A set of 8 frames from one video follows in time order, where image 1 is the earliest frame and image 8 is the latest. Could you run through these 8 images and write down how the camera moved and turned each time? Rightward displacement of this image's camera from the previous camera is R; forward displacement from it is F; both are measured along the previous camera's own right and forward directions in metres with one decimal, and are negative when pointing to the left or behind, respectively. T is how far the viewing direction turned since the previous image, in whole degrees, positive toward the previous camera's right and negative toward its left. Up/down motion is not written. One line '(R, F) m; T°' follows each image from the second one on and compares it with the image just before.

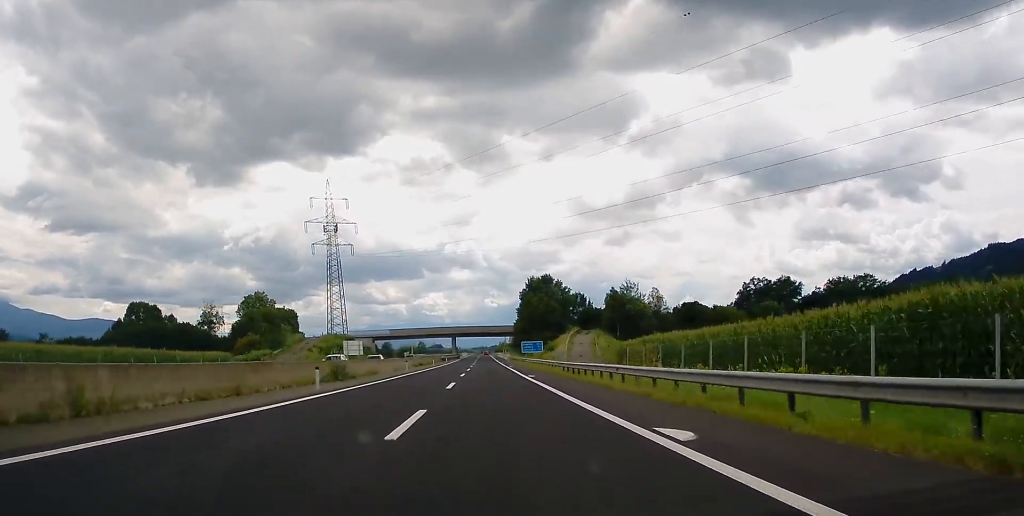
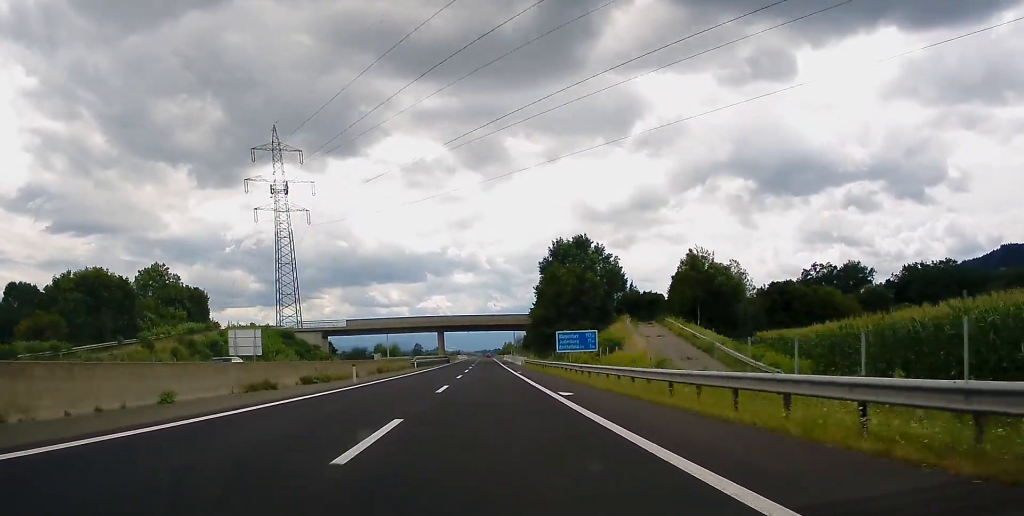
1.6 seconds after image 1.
(-0.3, +56.1) m; 0°
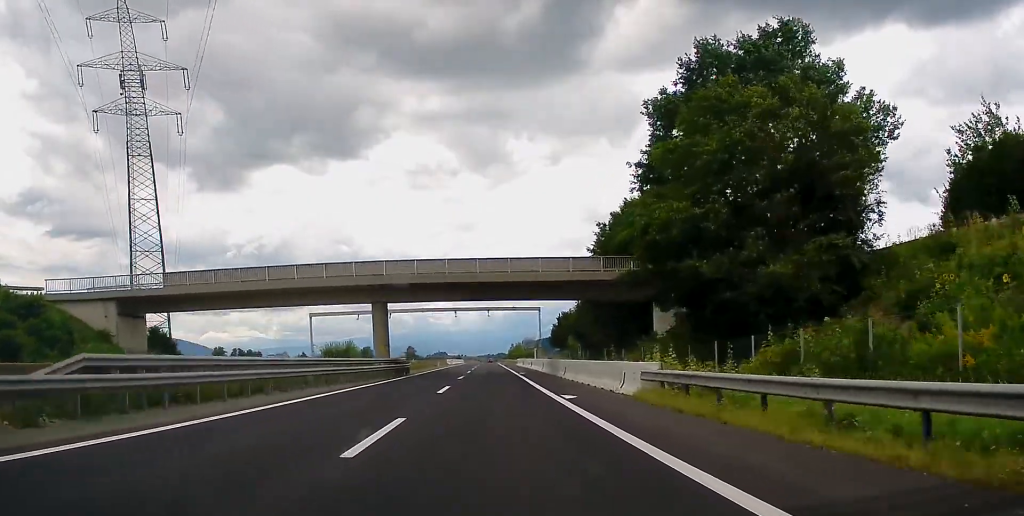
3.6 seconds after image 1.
(+0.6, +70.6) m; 0°
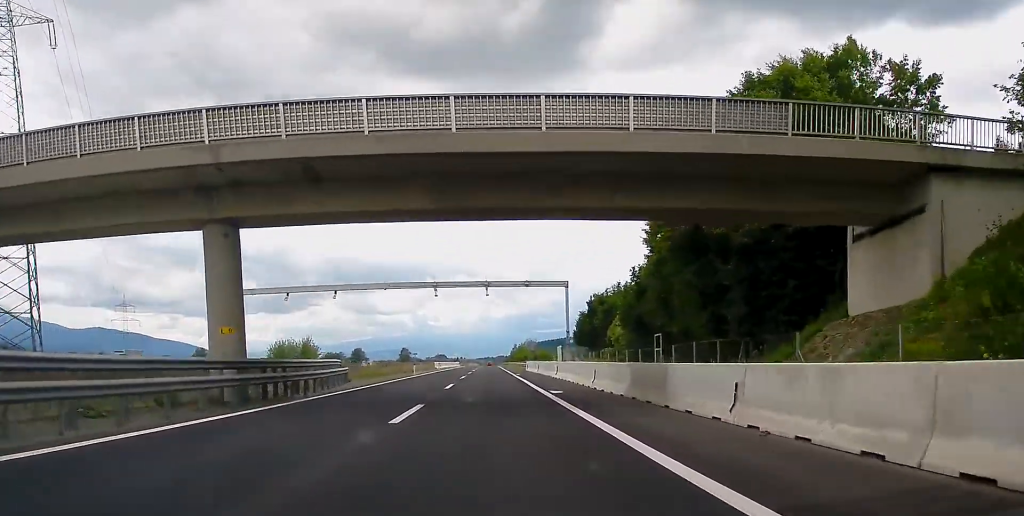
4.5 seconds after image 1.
(-0.4, +30.8) m; -1°
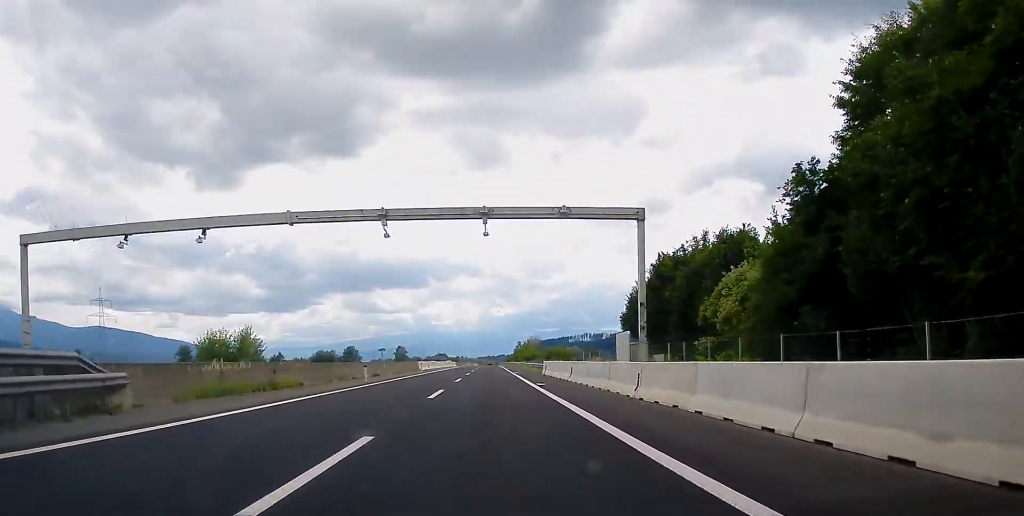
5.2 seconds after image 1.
(+0.2, +26.9) m; 0°
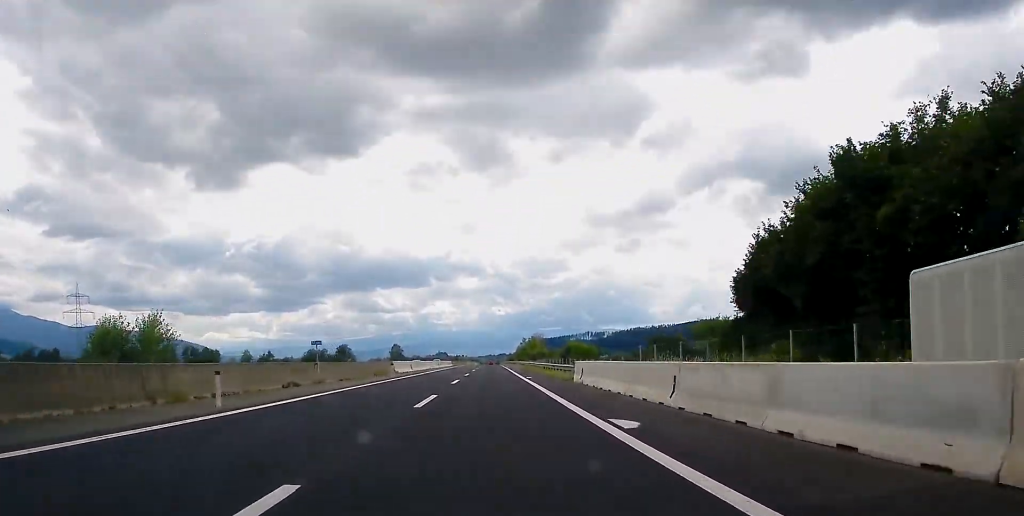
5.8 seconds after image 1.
(-0.1, +22.8) m; 0°
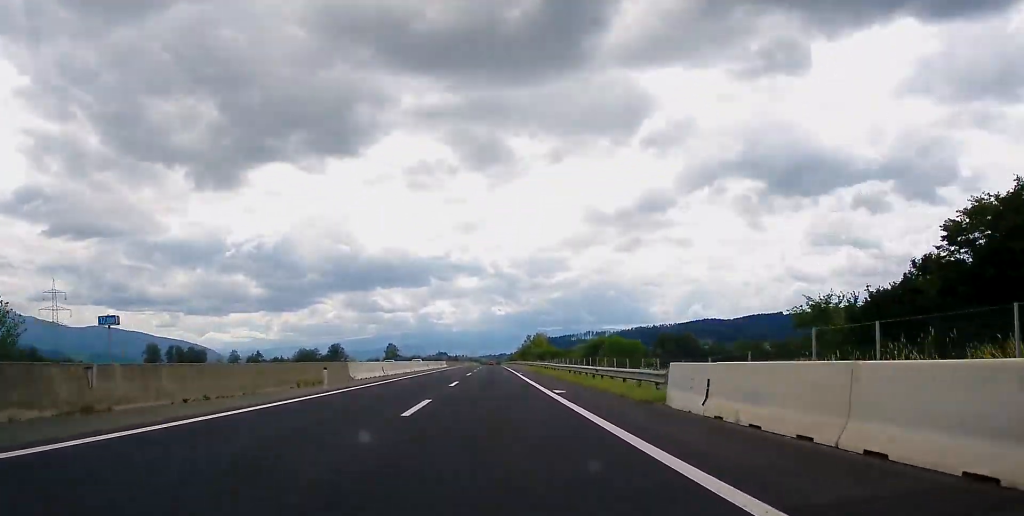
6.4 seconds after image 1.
(-0.1, +21.0) m; 0°
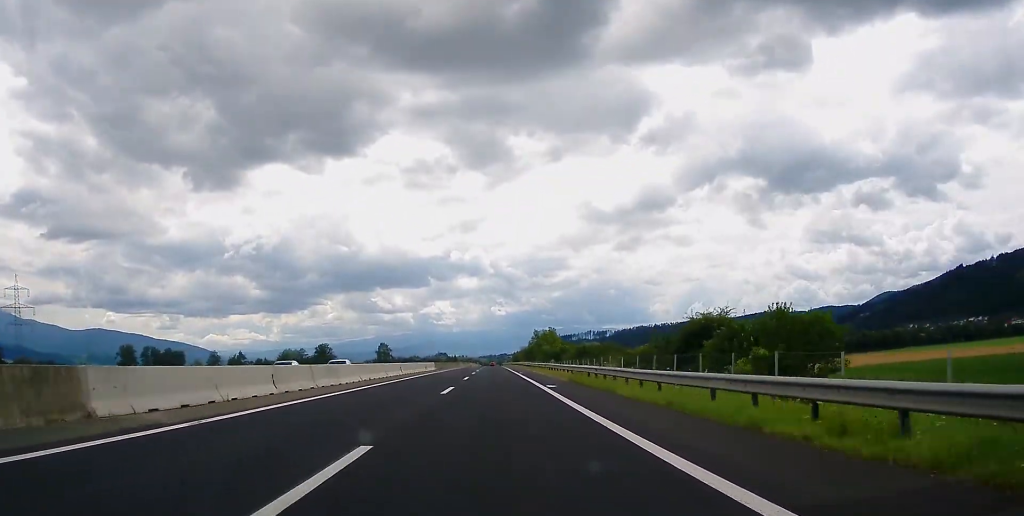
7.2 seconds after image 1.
(+0.6, +28.9) m; 0°
